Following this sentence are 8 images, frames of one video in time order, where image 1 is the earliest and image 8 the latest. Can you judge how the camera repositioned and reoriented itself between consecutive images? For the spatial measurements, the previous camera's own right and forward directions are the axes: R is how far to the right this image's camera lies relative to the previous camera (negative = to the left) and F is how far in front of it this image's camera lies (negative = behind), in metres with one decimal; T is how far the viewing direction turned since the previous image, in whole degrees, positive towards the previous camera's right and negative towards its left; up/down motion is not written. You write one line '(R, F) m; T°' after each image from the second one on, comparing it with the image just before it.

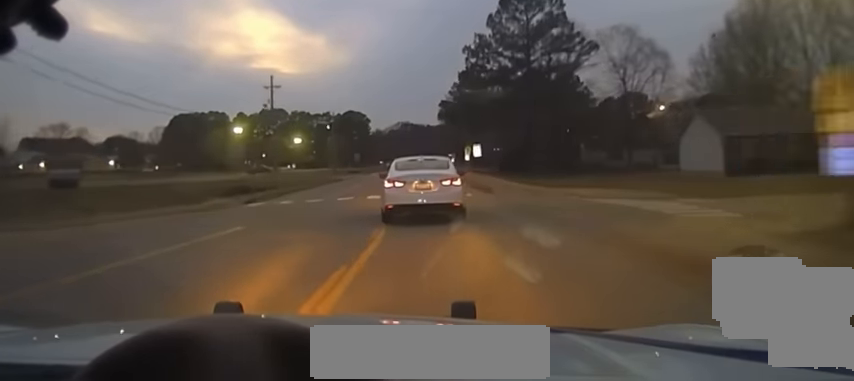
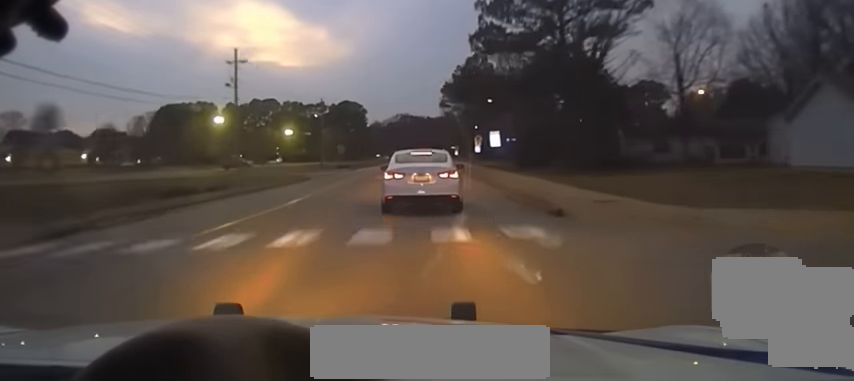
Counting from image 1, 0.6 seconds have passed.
(0.0, +17.8) m; 0°
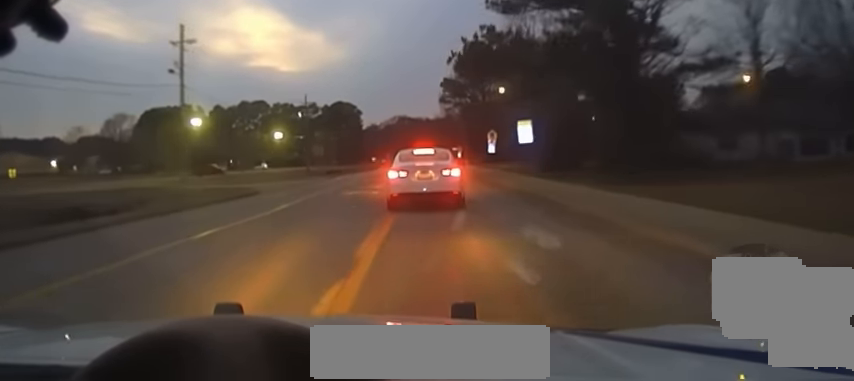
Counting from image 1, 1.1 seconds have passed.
(0.0, +17.1) m; 0°
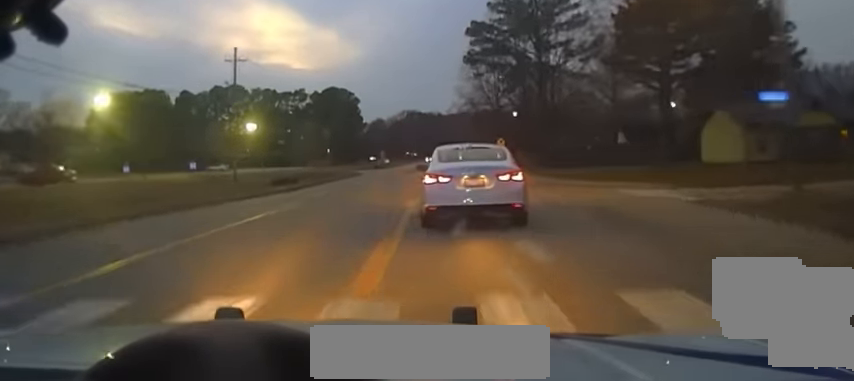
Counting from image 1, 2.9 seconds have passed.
(-0.6, +51.6) m; -1°
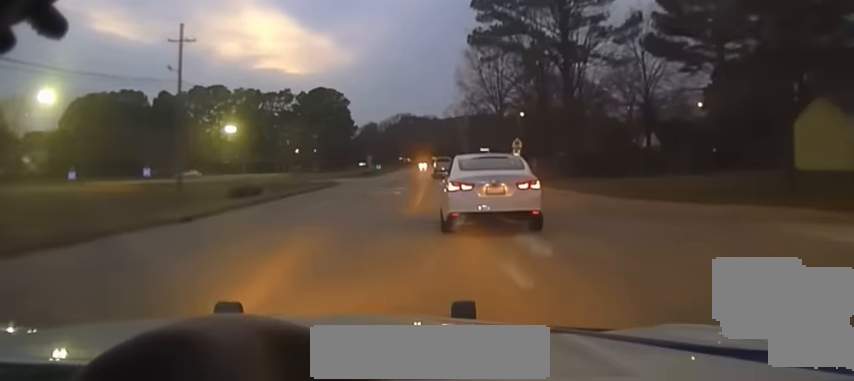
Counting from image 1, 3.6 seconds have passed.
(-0.2, +16.1) m; +1°
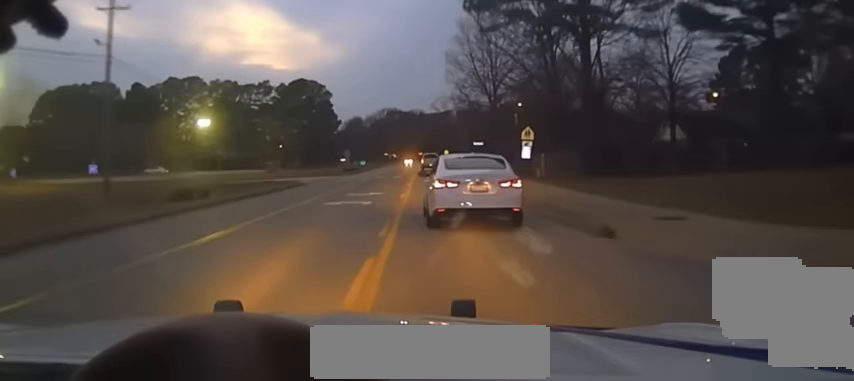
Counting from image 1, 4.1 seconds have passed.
(+0.3, +11.9) m; +1°
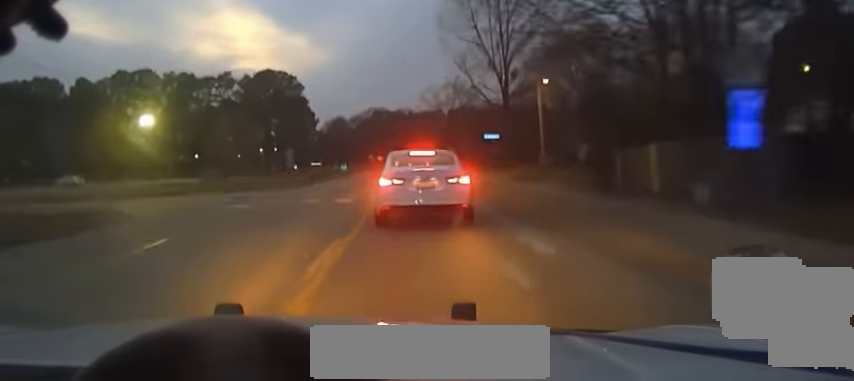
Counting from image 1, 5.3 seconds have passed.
(+0.3, +28.2) m; 0°
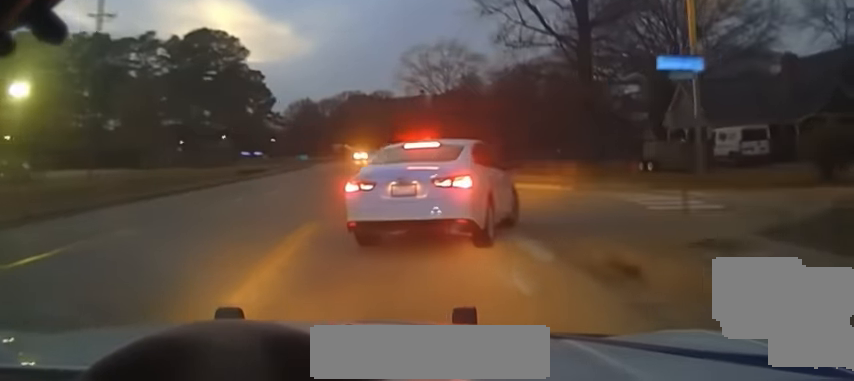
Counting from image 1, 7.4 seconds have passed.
(-1.5, +40.4) m; +2°
